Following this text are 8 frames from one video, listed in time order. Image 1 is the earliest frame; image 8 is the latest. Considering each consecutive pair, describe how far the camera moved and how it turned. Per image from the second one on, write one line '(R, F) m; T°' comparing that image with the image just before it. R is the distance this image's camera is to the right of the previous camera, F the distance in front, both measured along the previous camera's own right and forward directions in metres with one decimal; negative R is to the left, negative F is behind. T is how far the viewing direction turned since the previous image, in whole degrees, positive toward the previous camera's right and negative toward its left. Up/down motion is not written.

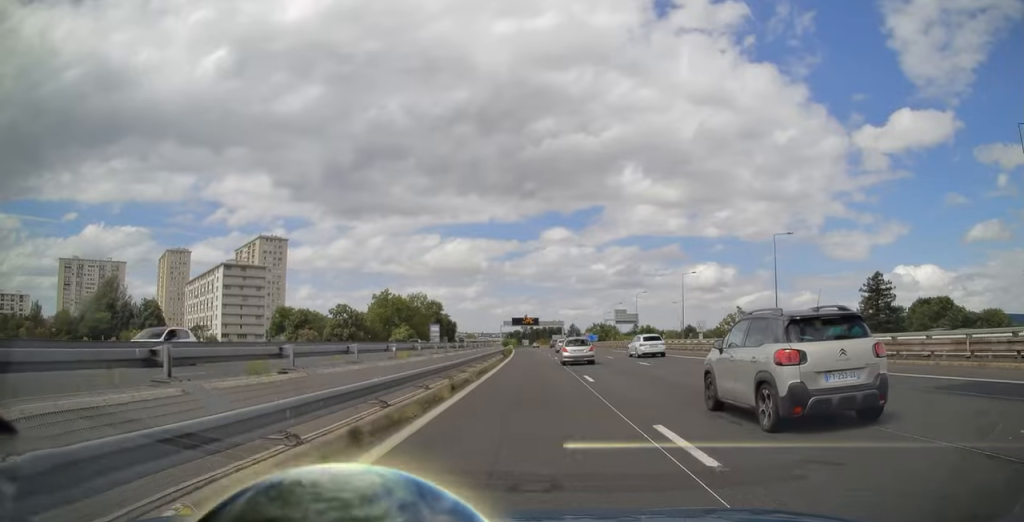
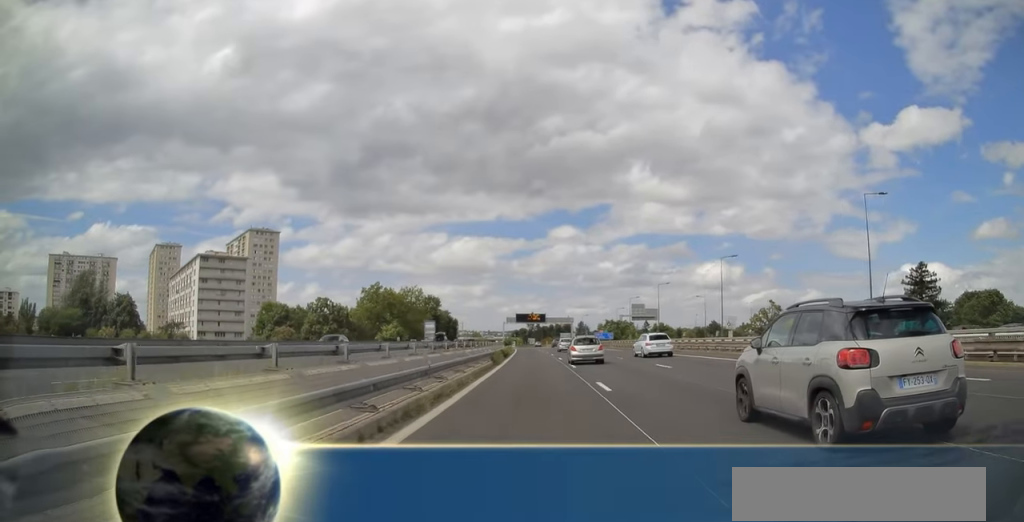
(0.0, +16.5) m; 0°
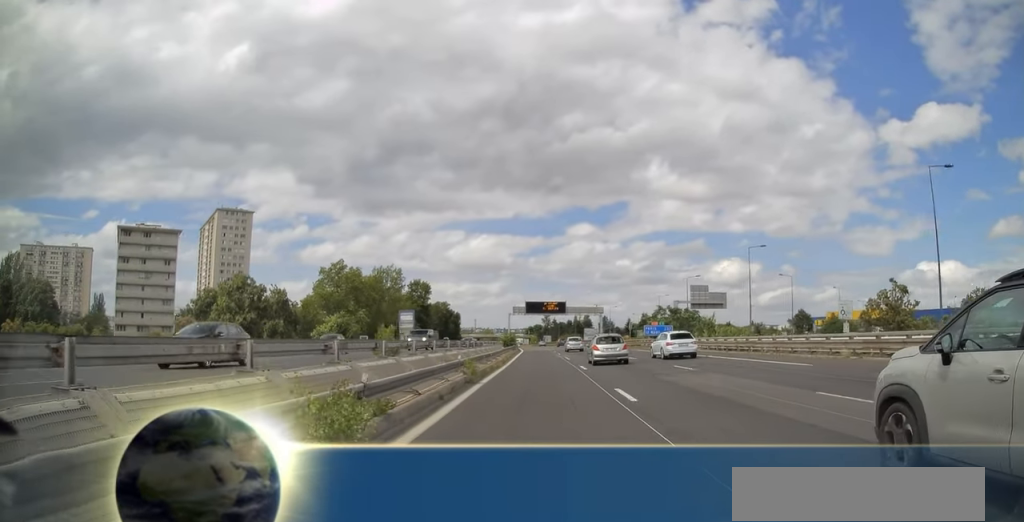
(0.0, +40.4) m; 0°
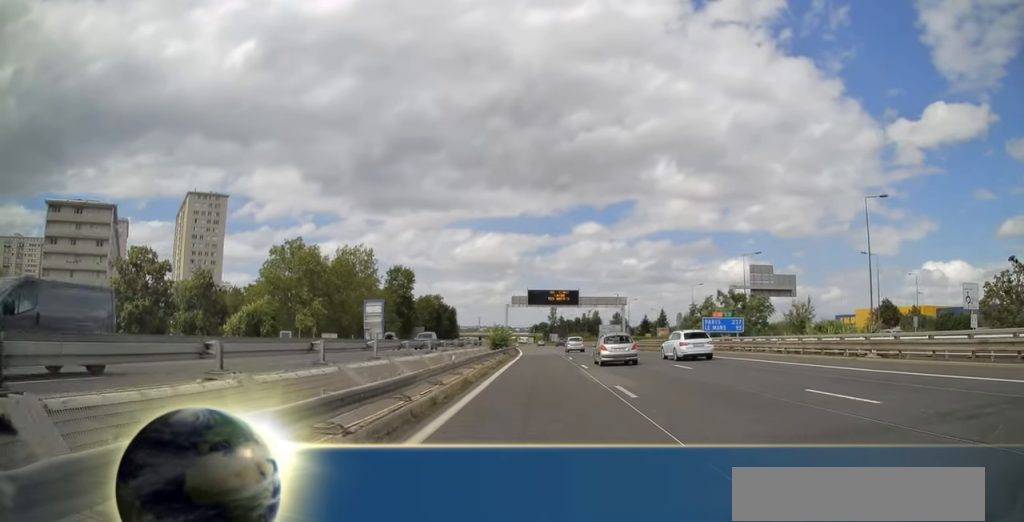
(0.0, +24.6) m; 0°
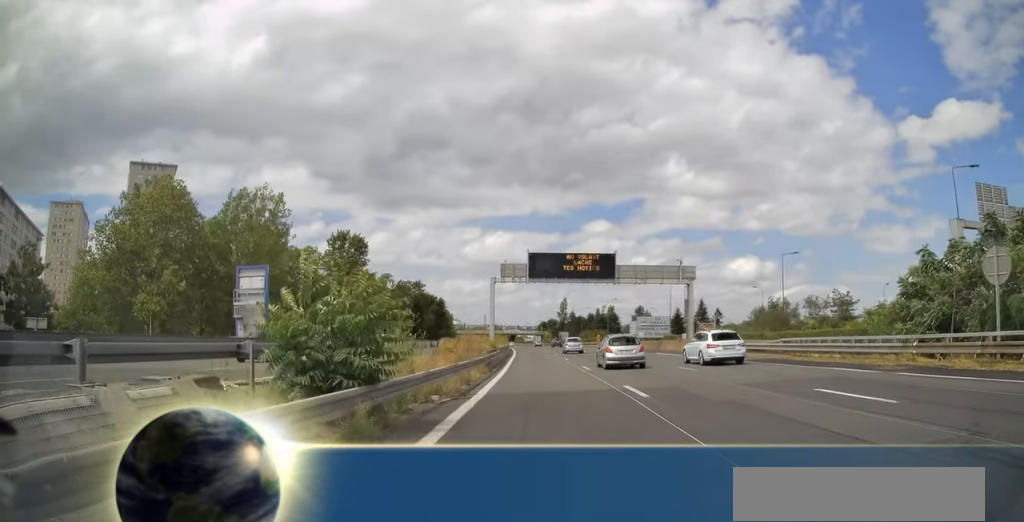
(0.0, +37.9) m; 0°
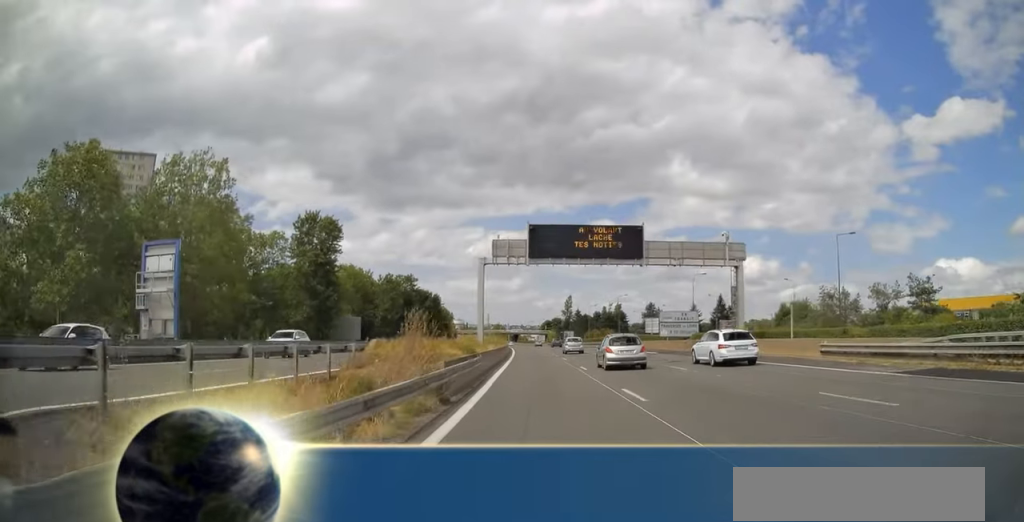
(0.0, +12.9) m; 0°
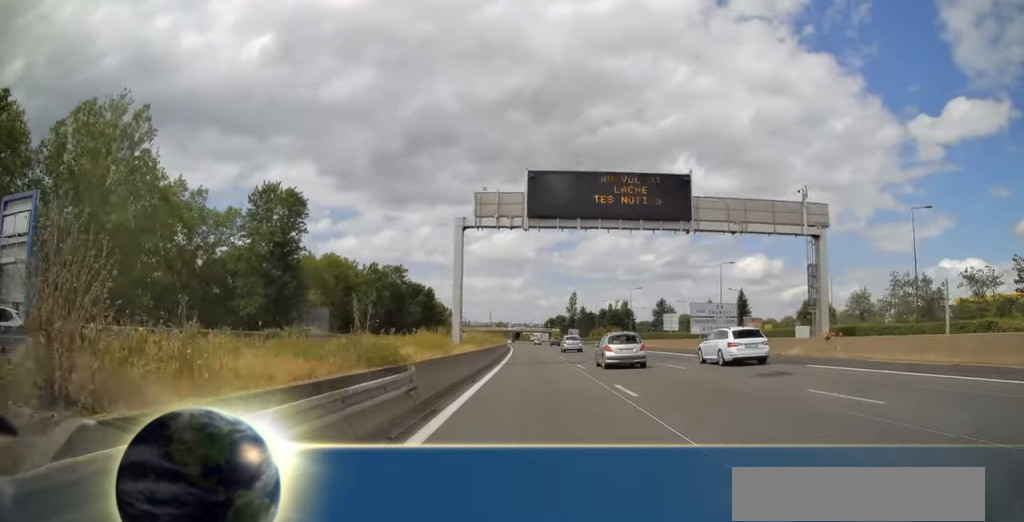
(0.0, +12.4) m; 0°
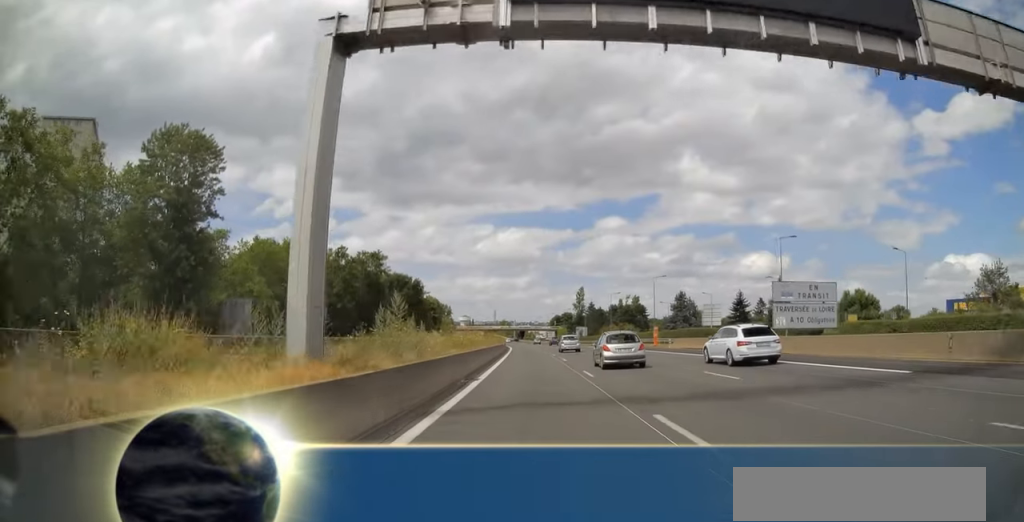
(0.0, +18.4) m; 0°
